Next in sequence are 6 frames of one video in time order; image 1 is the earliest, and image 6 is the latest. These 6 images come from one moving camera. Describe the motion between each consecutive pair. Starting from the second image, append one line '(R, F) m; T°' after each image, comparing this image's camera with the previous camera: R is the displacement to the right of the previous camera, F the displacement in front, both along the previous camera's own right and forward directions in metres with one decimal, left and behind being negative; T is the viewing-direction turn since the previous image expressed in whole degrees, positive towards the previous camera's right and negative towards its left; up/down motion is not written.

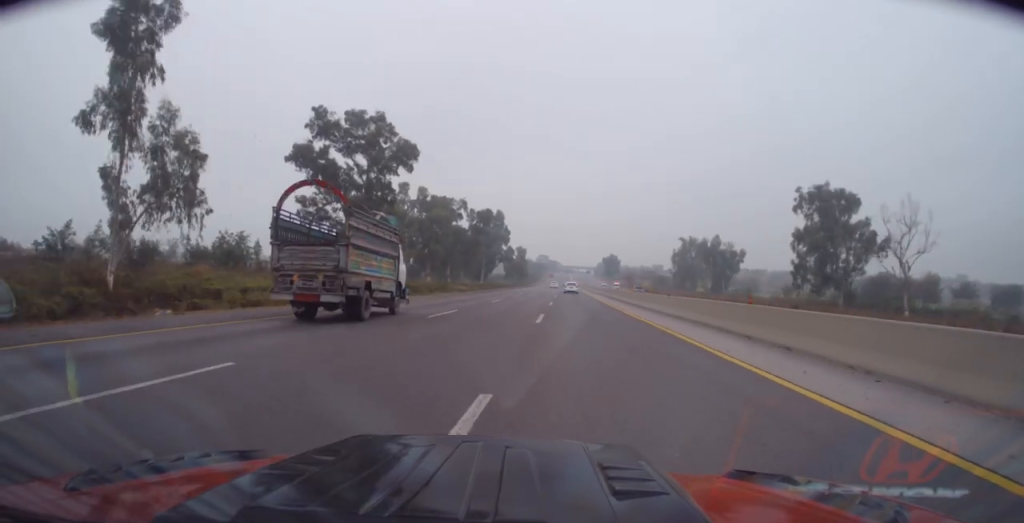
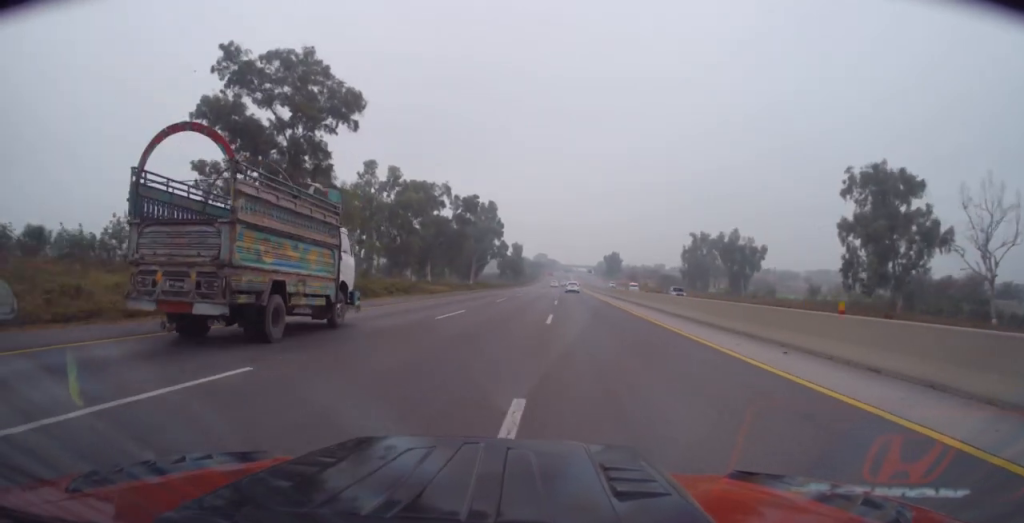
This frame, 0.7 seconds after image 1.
(+0.6, +18.0) m; +1°
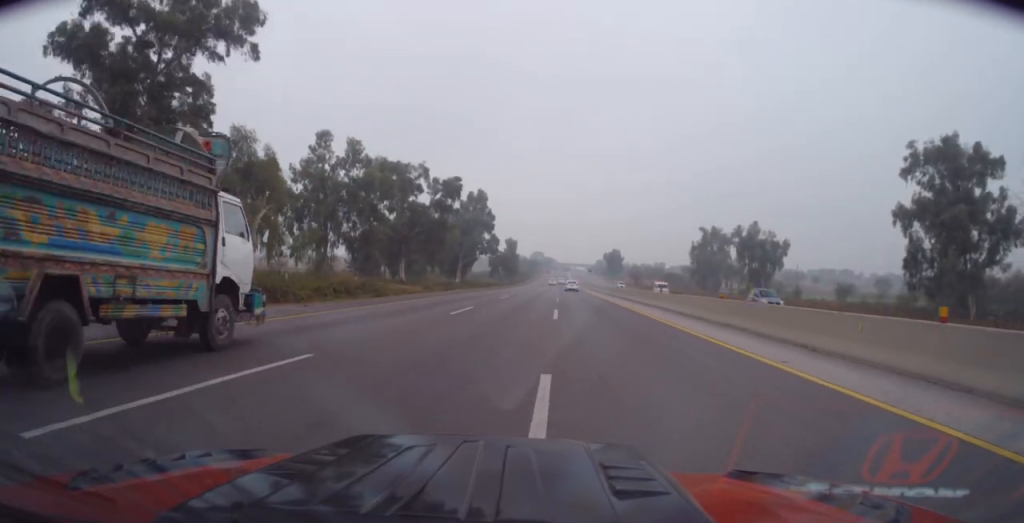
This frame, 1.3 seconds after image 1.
(+0.1, +16.3) m; 0°
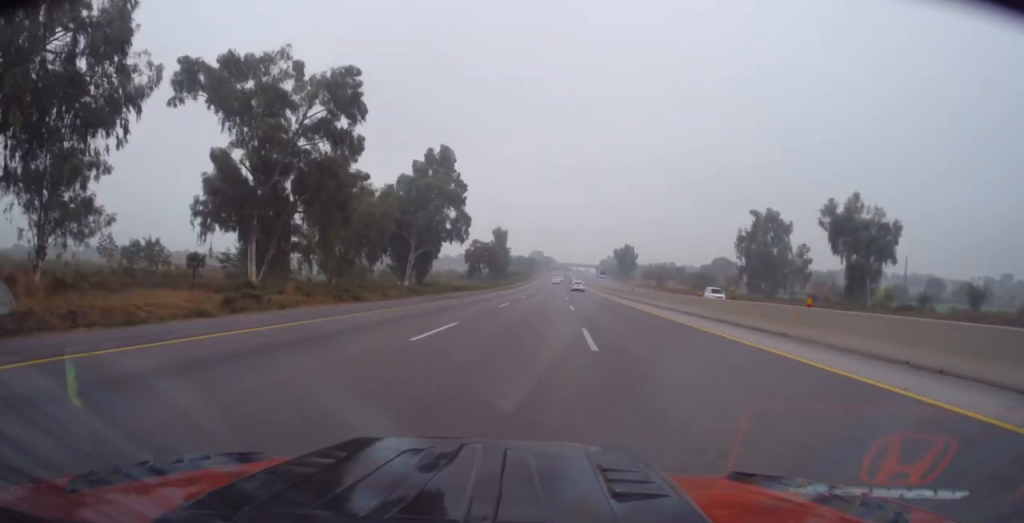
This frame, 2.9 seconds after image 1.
(-0.6, +45.3) m; -1°
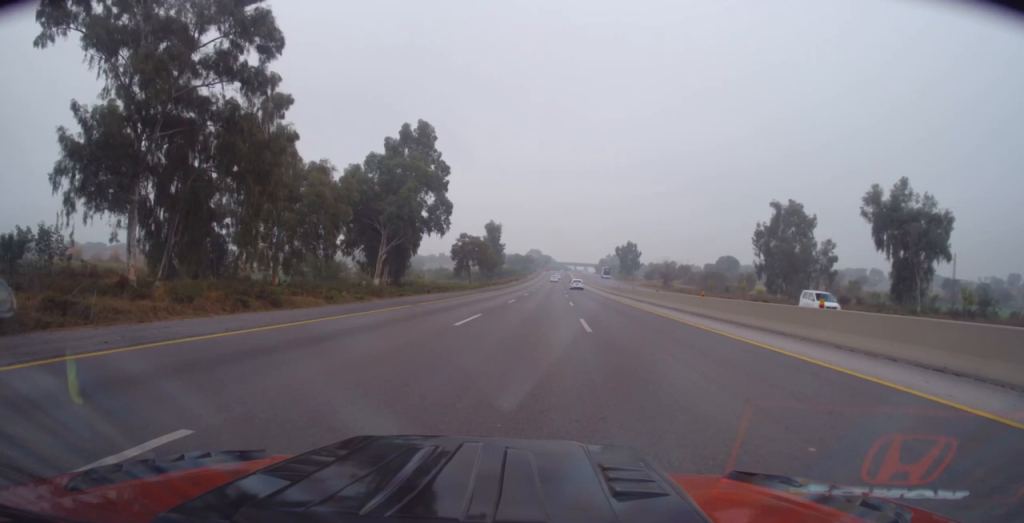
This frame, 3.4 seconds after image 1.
(0.0, +13.5) m; 0°
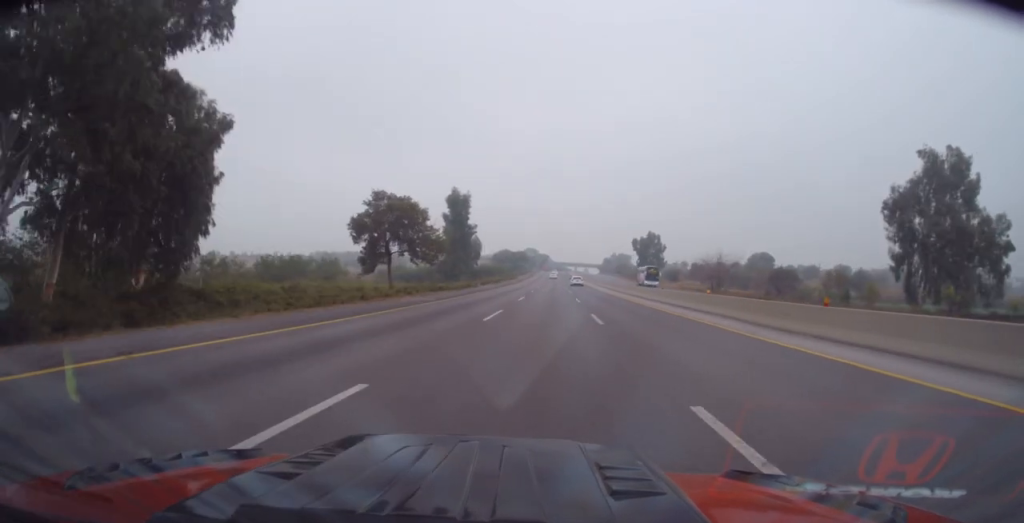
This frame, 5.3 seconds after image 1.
(0.0, +51.6) m; 0°
